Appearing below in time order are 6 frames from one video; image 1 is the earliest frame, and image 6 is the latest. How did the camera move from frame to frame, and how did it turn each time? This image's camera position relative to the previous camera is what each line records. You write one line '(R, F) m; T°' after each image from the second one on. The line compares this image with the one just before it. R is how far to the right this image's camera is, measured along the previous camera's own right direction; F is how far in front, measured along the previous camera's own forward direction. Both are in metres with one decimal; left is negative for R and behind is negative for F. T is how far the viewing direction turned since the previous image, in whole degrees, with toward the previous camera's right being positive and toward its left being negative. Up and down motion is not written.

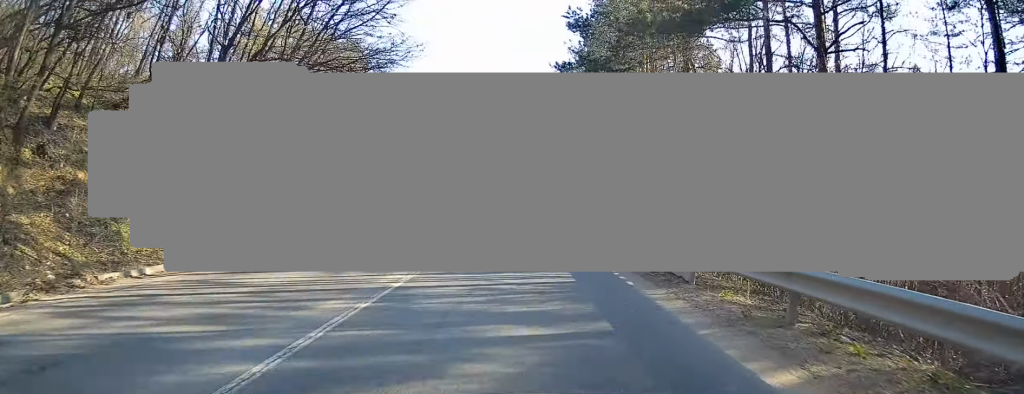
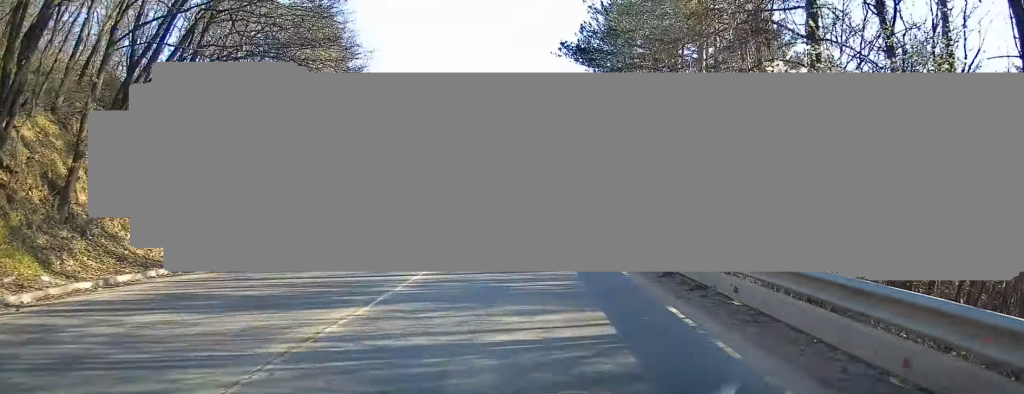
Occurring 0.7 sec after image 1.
(0.0, +9.9) m; +1°
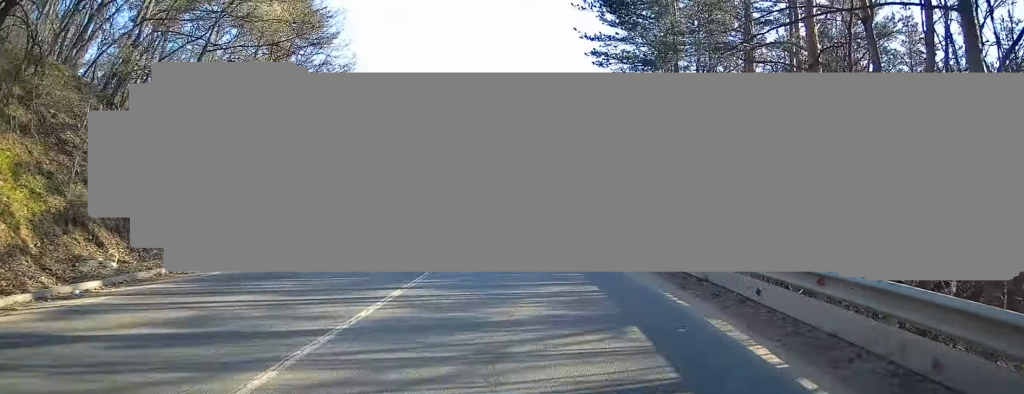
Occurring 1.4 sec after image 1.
(+0.1, +8.4) m; 0°
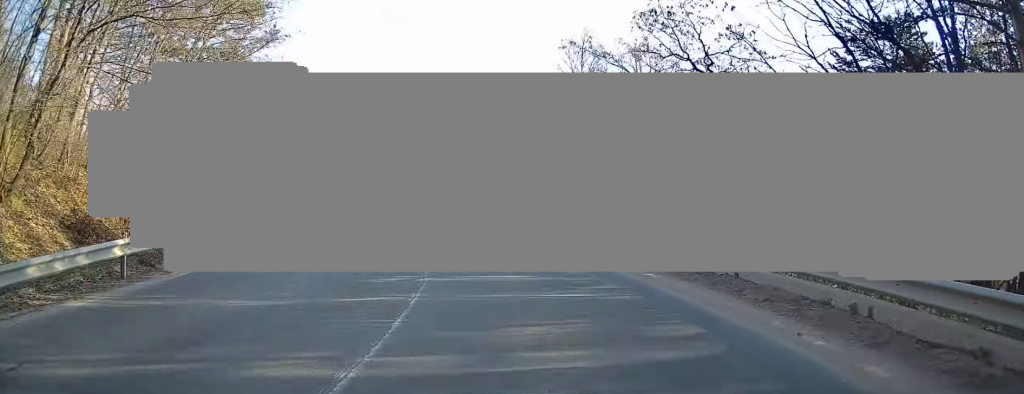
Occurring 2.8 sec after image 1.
(-0.1, +18.0) m; -4°
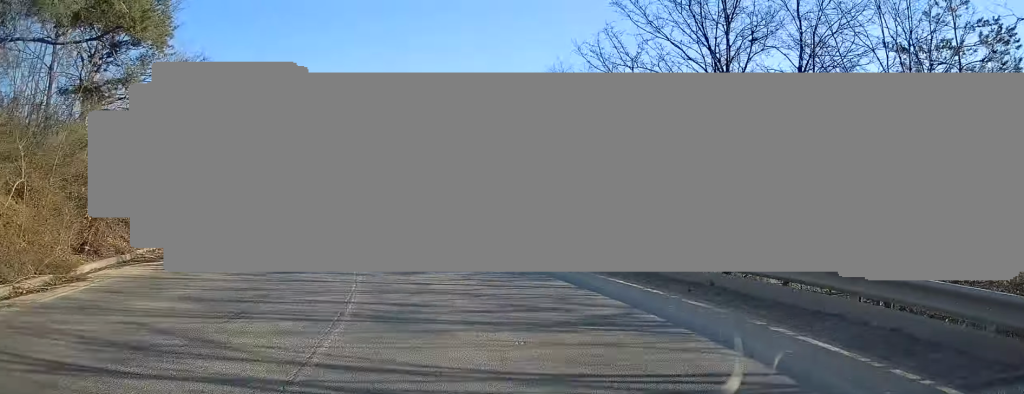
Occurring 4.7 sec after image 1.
(-3.8, +22.7) m; -20°
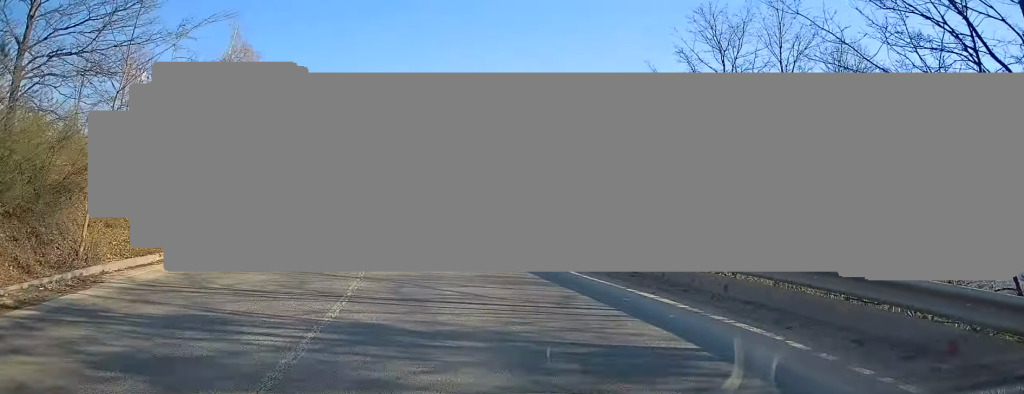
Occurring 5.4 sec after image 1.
(-0.6, +8.1) m; -7°
